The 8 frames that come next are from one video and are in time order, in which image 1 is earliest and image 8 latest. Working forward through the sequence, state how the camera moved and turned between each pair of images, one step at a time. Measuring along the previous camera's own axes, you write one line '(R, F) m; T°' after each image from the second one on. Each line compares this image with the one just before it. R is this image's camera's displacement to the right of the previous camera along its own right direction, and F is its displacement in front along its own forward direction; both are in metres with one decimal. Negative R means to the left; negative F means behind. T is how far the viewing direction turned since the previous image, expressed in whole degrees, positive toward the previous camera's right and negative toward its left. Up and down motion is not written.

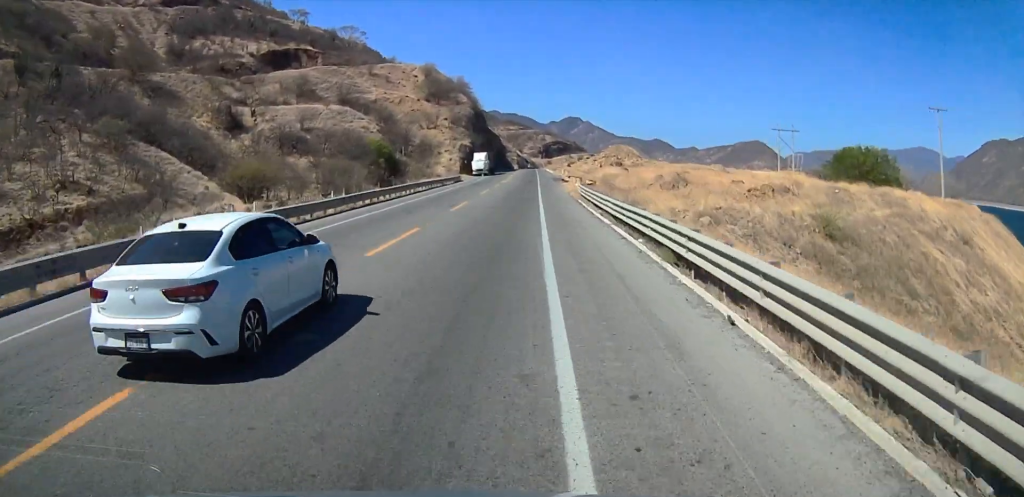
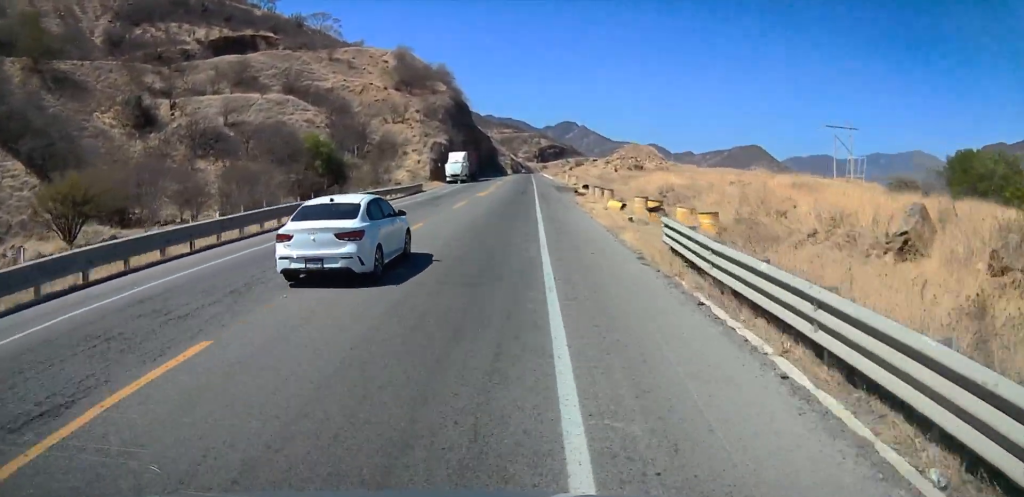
(0.0, +28.2) m; 0°
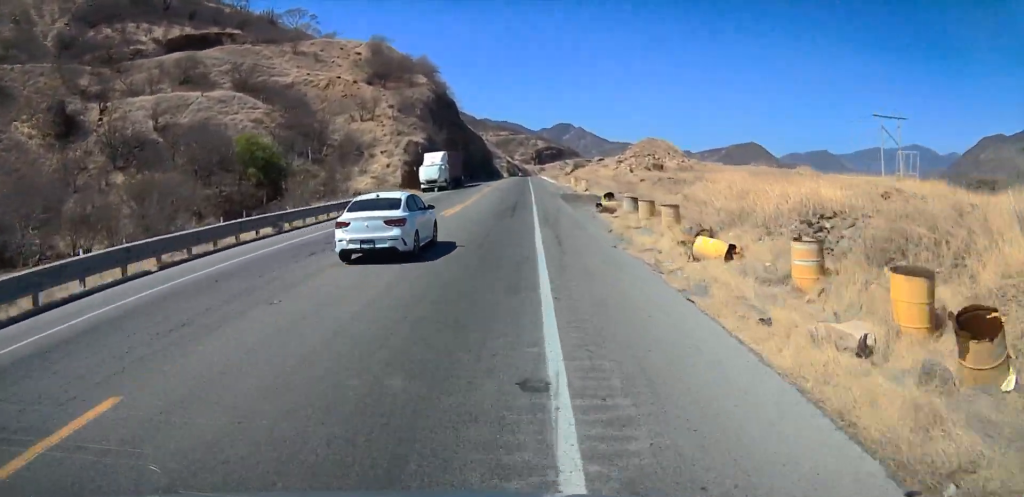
(0.0, +17.0) m; 0°
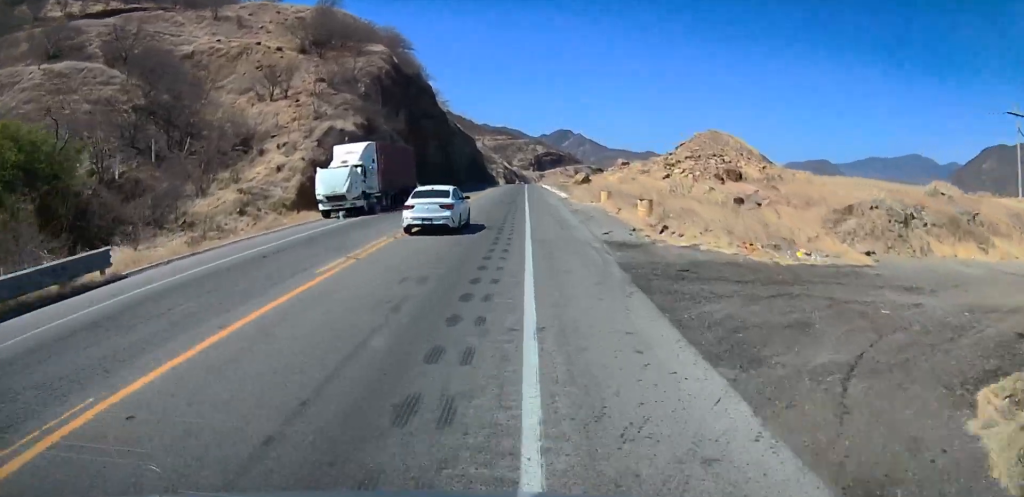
(0.0, +30.8) m; -2°
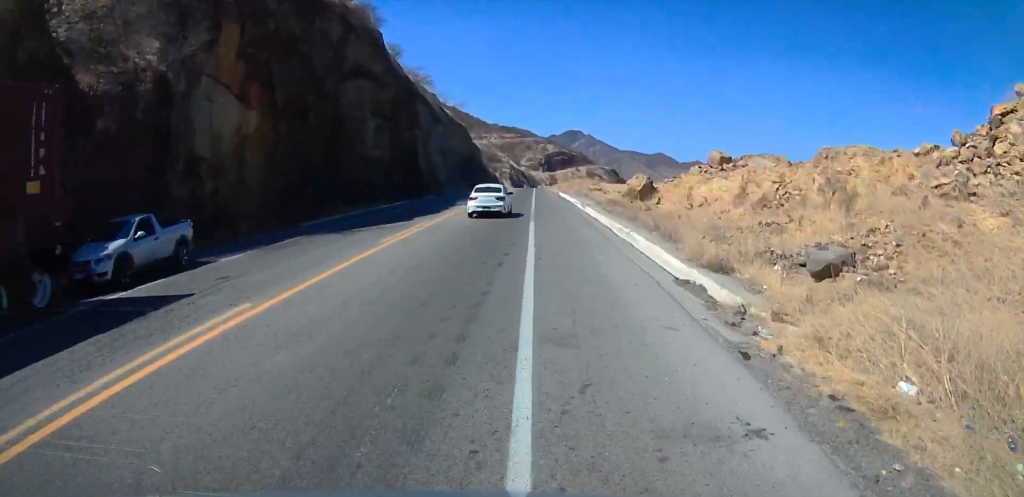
(-0.7, +40.0) m; 0°
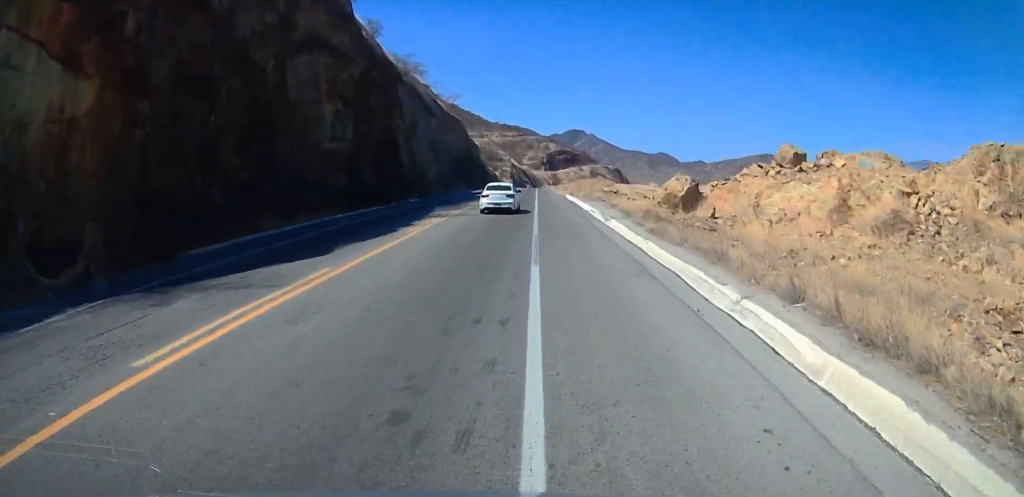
(+0.7, +12.1) m; 0°
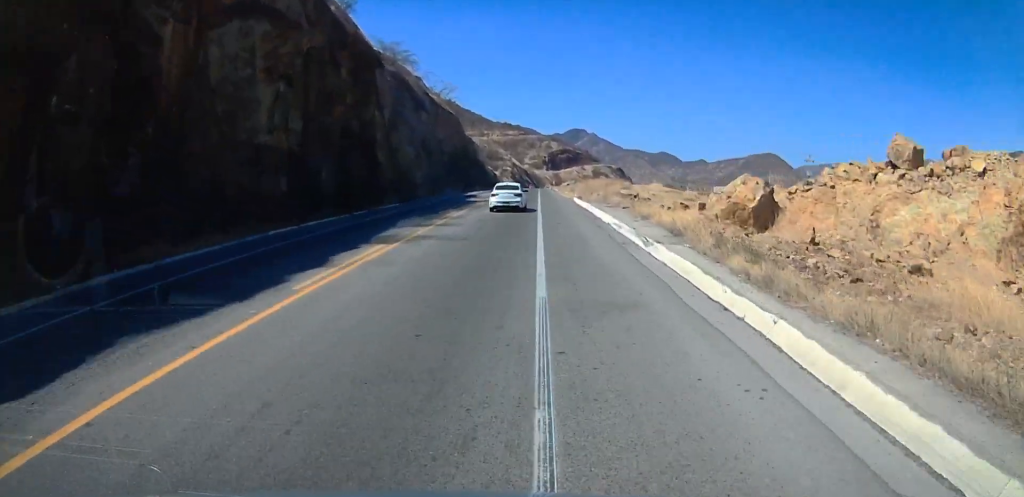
(-0.2, +10.5) m; 0°
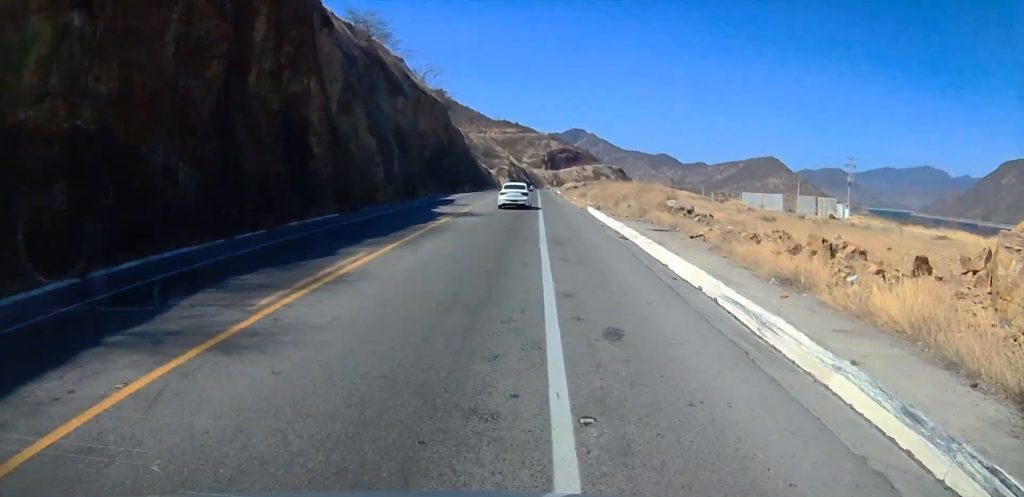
(-1.0, +17.0) m; 0°
